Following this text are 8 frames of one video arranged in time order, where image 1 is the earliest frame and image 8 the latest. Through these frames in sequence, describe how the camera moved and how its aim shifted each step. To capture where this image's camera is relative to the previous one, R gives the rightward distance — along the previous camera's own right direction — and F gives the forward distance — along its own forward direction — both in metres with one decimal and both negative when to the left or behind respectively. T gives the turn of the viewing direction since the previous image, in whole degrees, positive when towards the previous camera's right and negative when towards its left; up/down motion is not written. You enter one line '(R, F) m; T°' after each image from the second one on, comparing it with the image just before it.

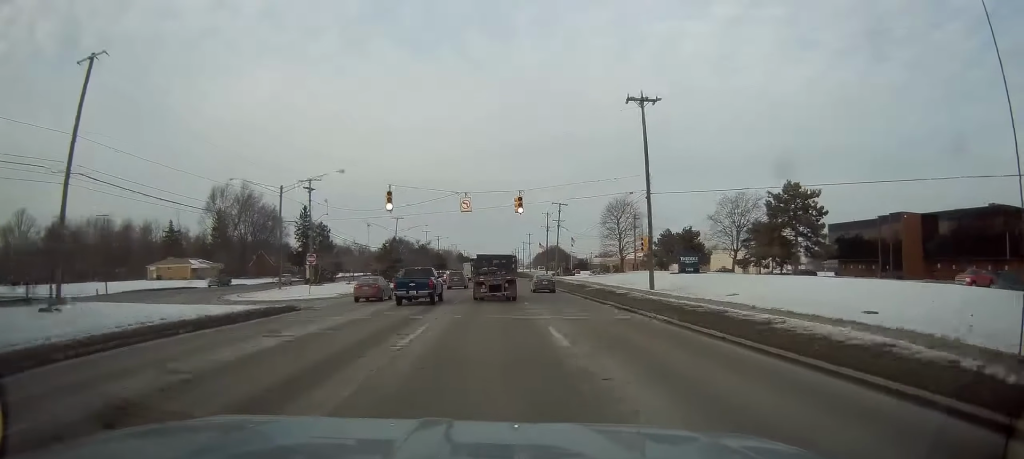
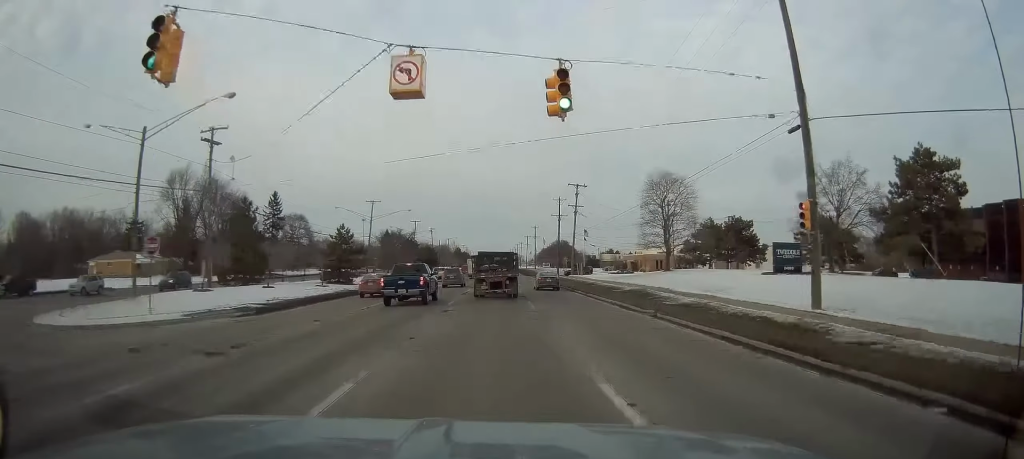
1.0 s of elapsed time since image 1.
(+0.1, +23.3) m; -1°
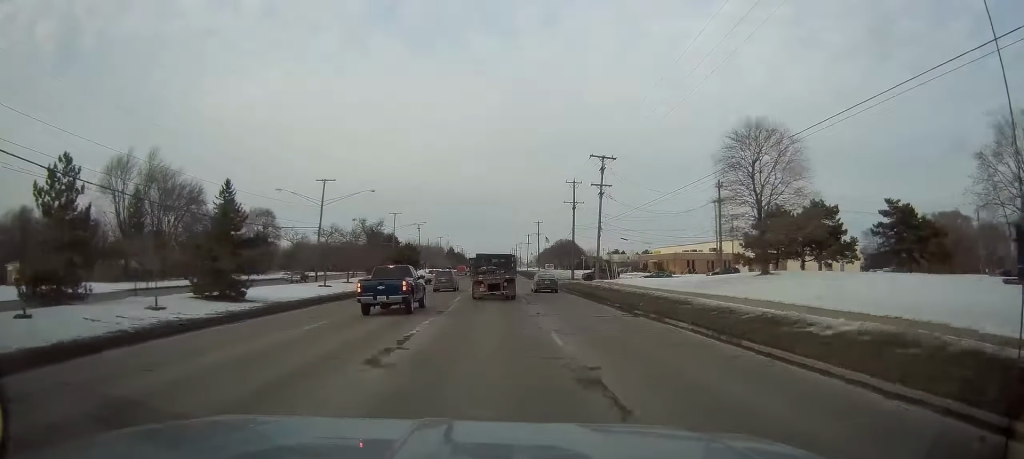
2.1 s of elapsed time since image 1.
(-0.4, +24.7) m; 0°
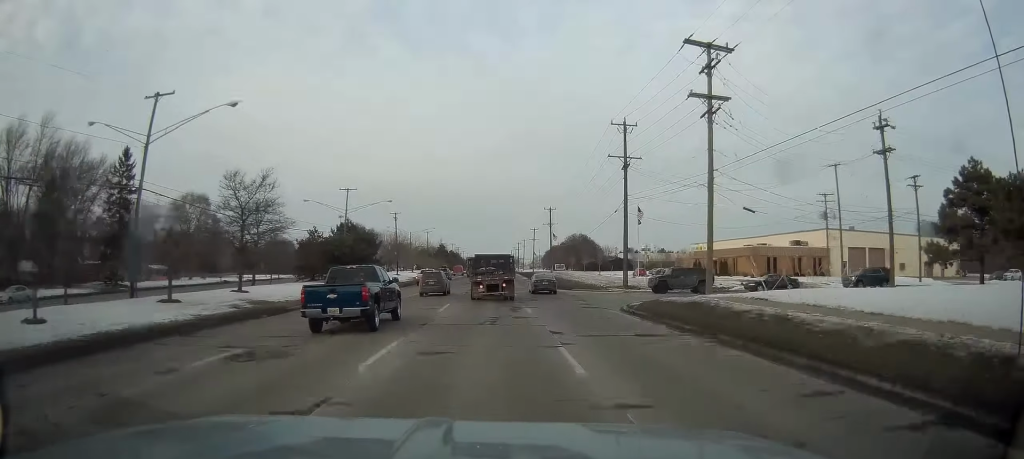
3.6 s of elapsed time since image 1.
(+0.8, +35.7) m; +1°
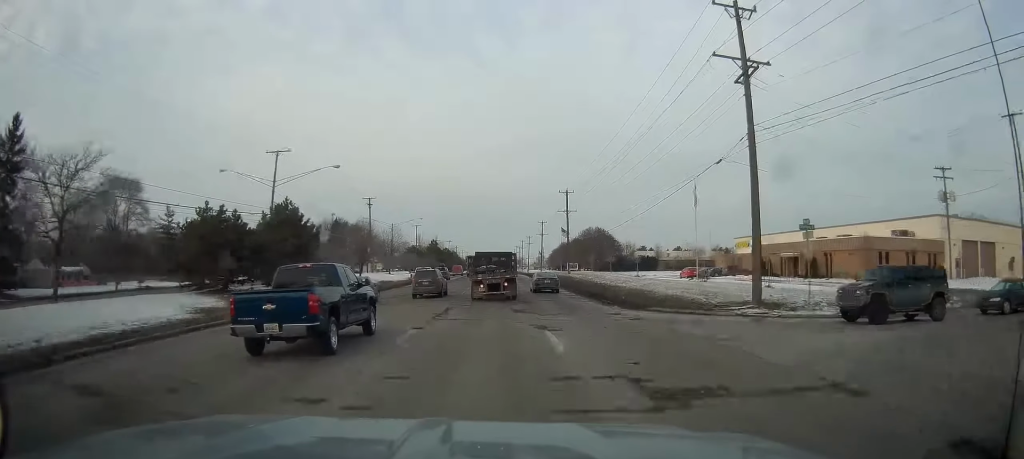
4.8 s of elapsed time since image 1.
(-0.4, +26.0) m; 0°
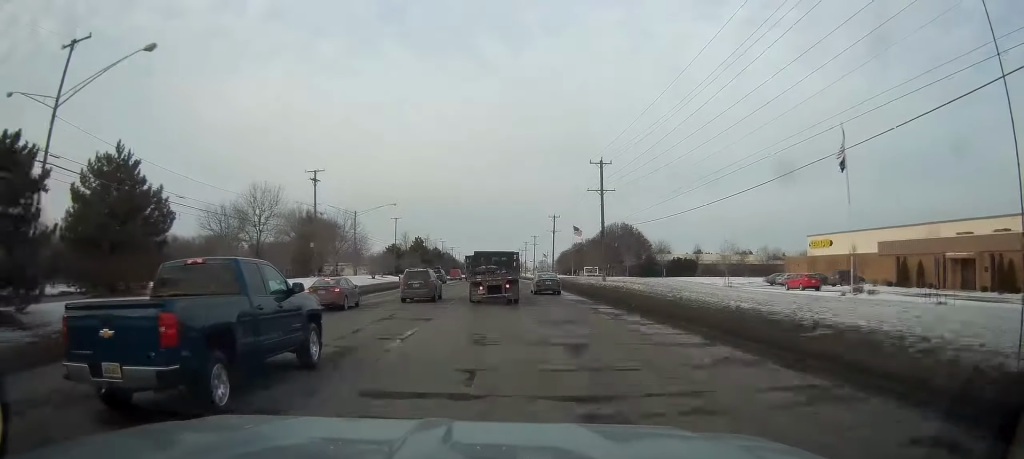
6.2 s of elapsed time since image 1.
(+0.1, +29.9) m; 0°
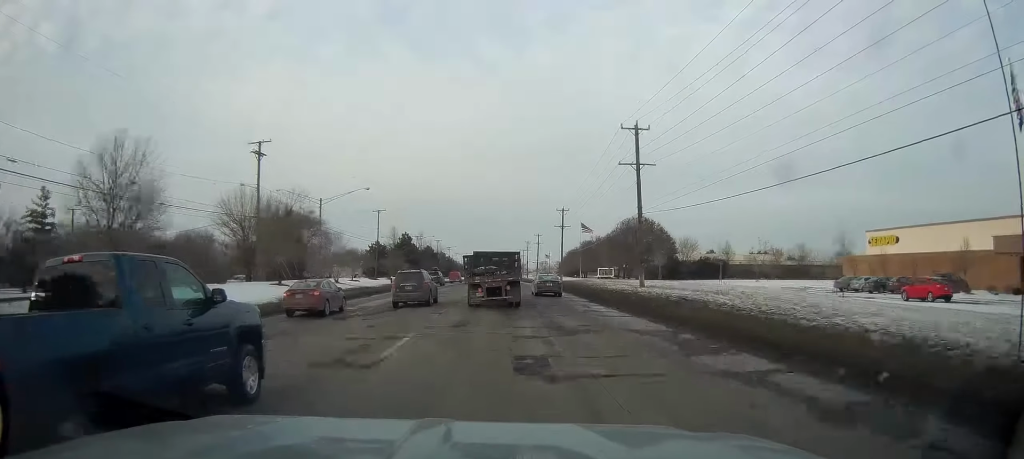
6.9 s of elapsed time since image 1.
(0.0, +16.4) m; 0°
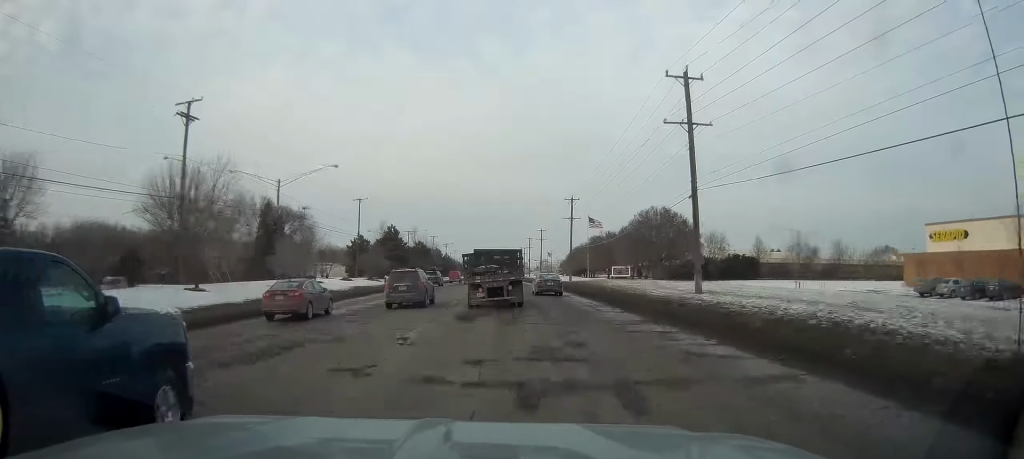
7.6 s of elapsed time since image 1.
(+0.4, +13.4) m; 0°
